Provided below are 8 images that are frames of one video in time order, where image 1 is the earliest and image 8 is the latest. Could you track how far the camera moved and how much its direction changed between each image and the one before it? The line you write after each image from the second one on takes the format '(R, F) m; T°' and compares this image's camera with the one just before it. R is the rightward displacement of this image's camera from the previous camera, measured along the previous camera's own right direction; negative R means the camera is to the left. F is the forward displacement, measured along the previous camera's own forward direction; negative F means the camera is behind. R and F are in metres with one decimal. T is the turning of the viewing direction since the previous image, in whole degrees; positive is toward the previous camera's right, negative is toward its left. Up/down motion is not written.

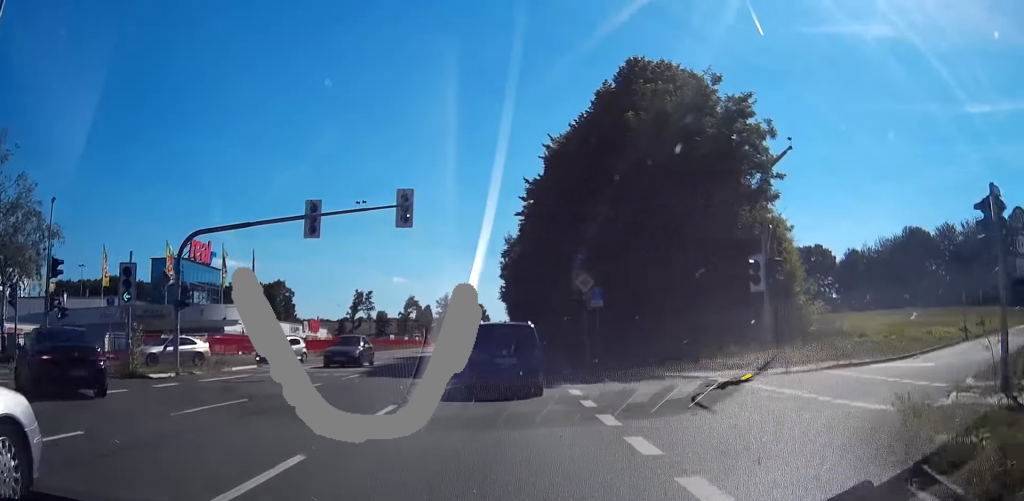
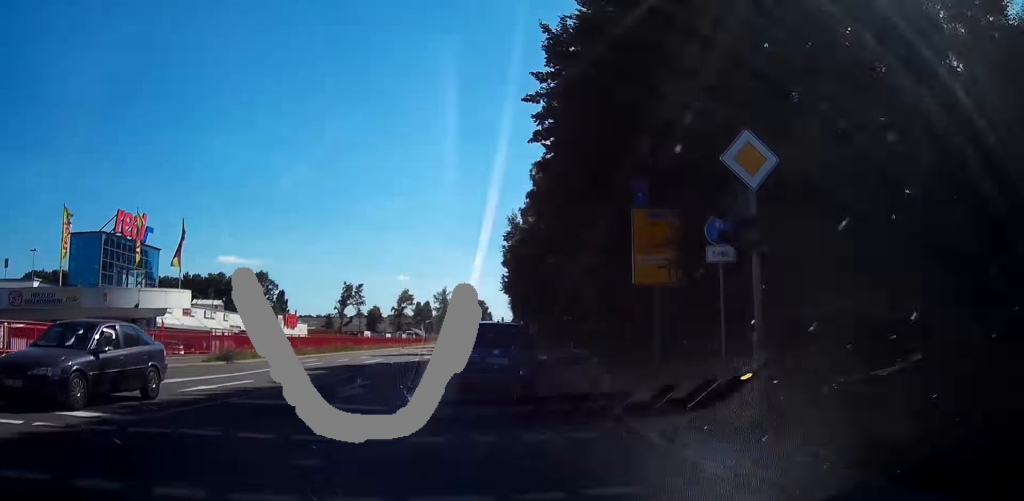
(-0.2, +23.2) m; -2°
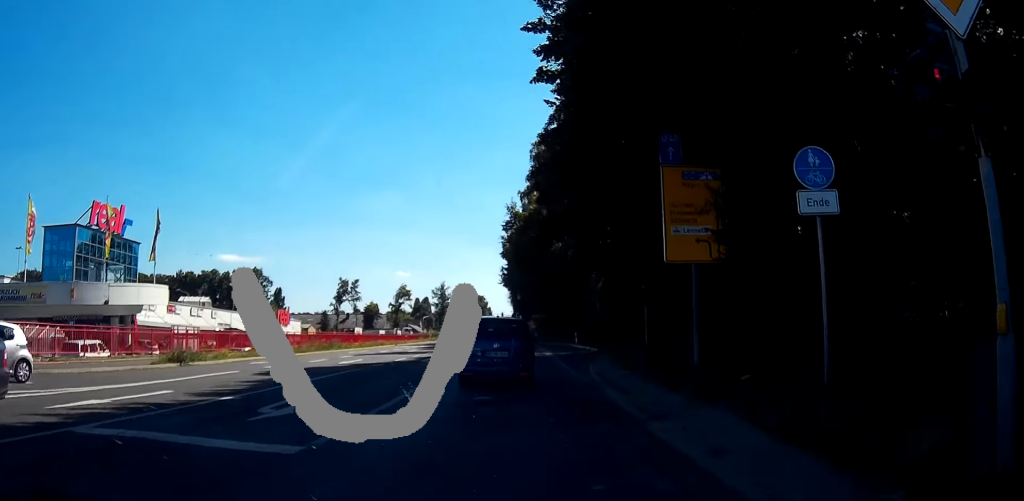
(0.0, +5.9) m; 0°
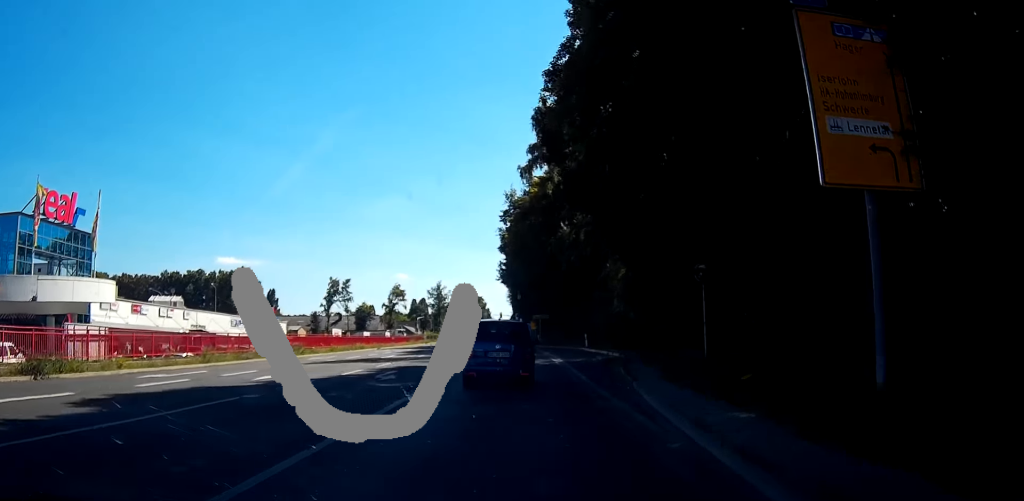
(-0.1, +11.1) m; 0°
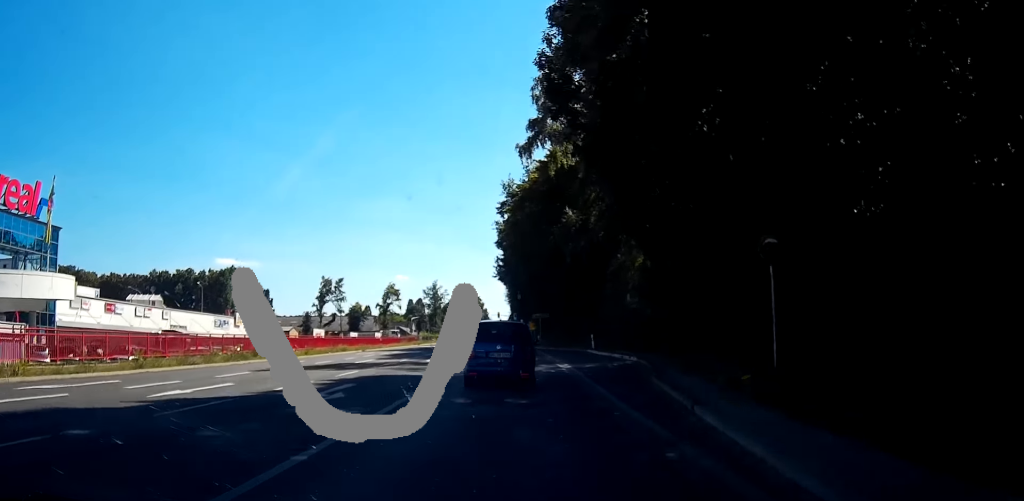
(0.0, +6.6) m; +1°
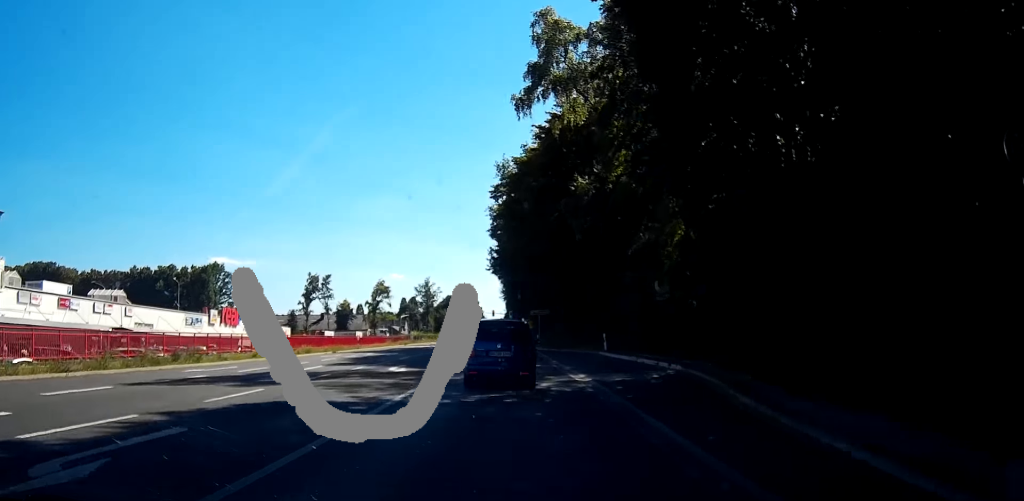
(+0.1, +9.6) m; +2°
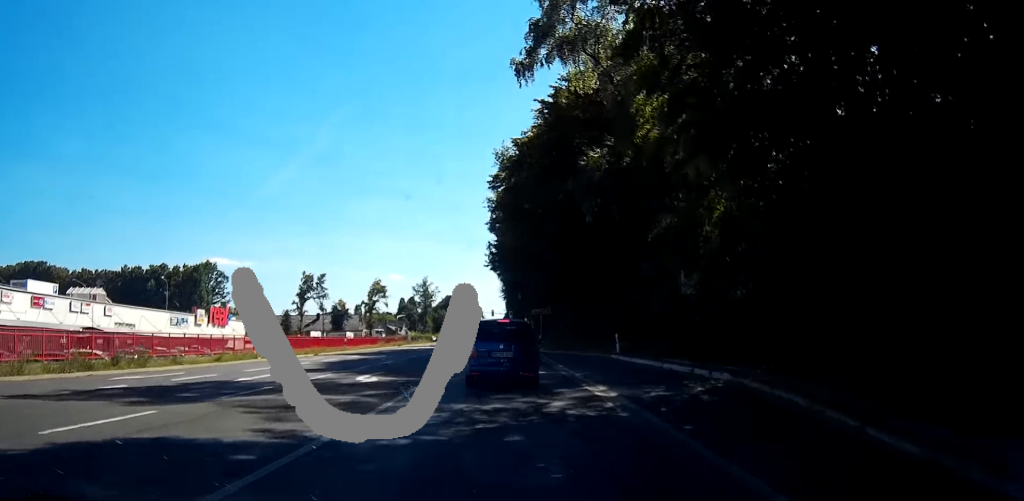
(+0.1, +5.0) m; +1°
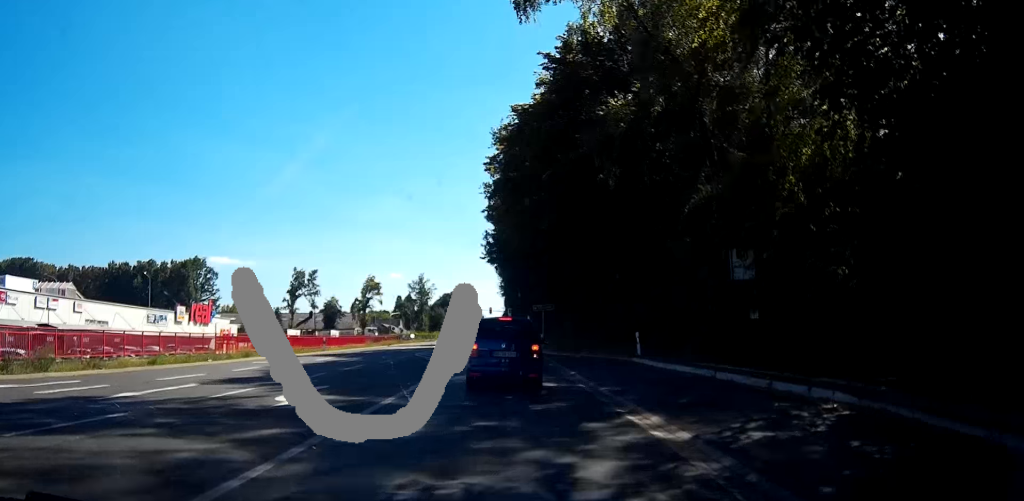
(+0.1, +6.2) m; 0°
